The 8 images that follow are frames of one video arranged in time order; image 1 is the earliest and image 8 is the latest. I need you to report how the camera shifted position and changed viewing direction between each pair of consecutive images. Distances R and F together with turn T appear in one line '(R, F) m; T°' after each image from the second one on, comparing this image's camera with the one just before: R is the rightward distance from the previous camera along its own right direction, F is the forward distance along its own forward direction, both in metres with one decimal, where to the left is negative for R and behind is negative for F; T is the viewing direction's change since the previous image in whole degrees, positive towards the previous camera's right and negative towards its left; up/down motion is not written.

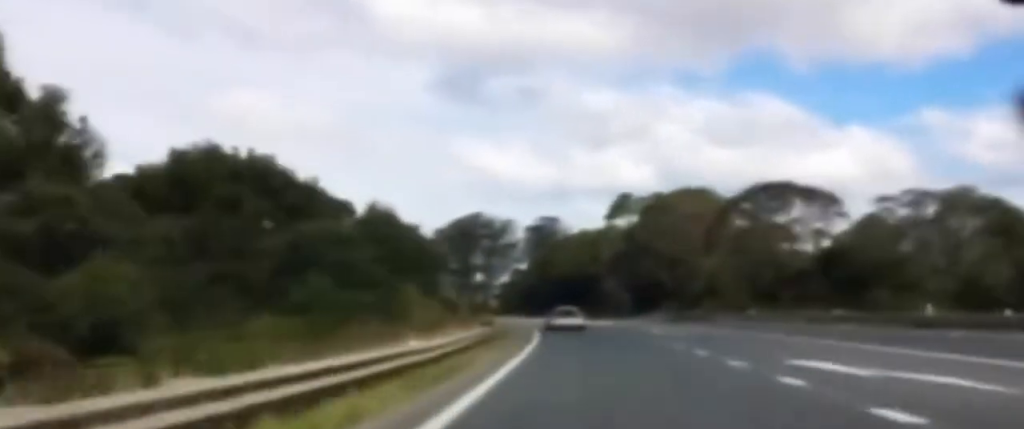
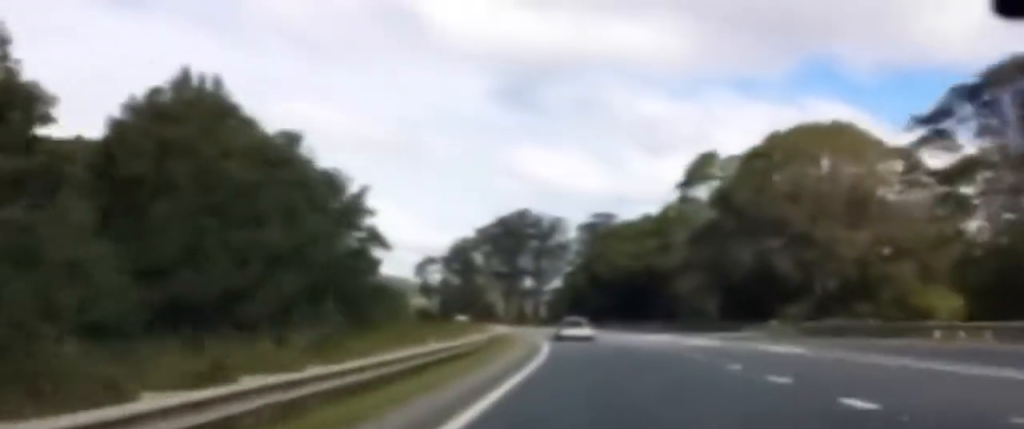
(-1.8, +34.3) m; -4°
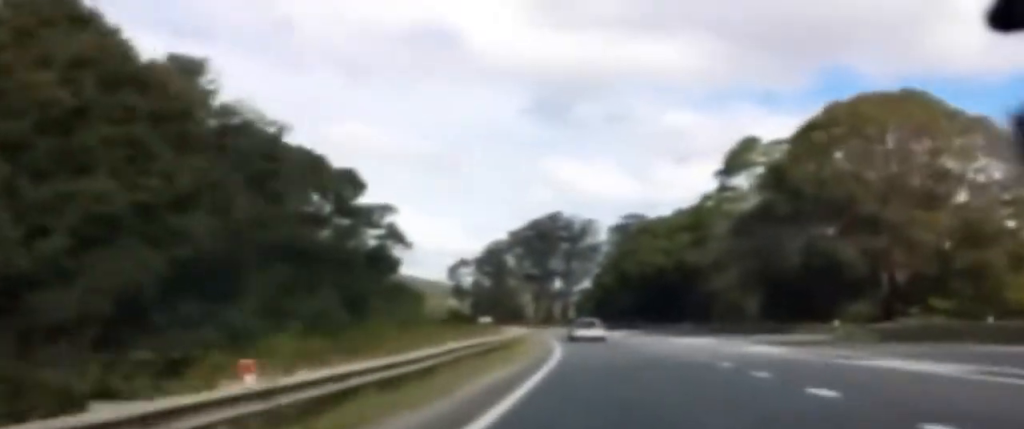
(0.0, +10.4) m; -1°
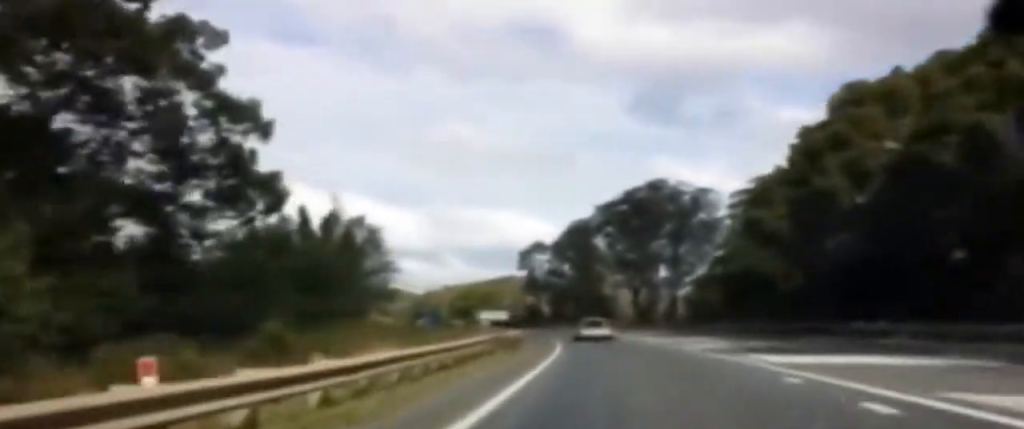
(-2.3, +58.8) m; -5°
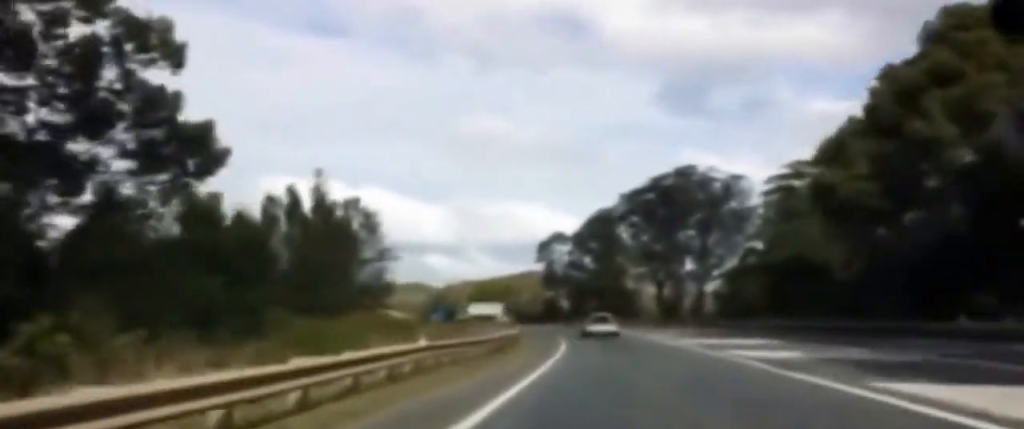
(0.0, +10.2) m; -1°
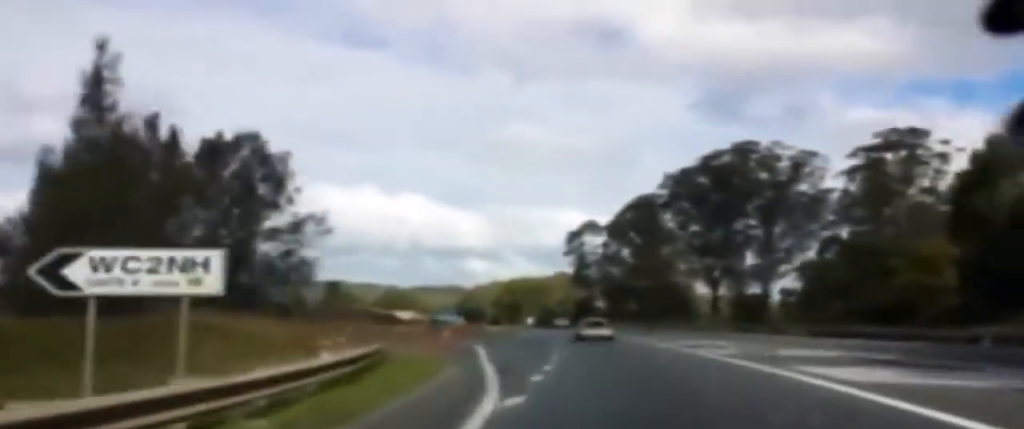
(-1.5, +35.8) m; -5°
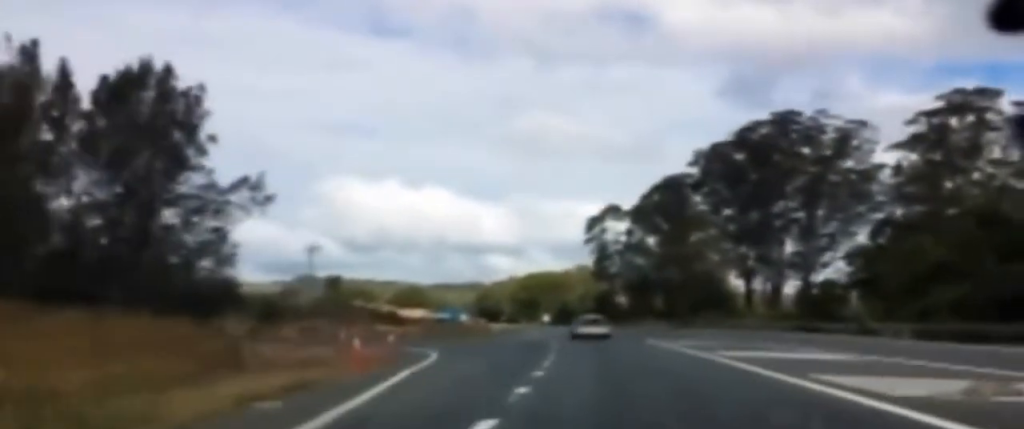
(-0.2, +17.0) m; -2°
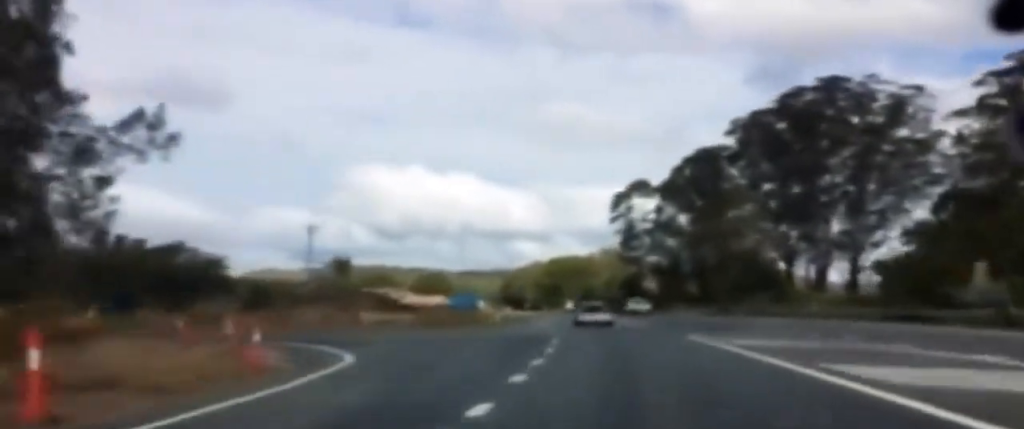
(-0.4, +16.3) m; -2°
